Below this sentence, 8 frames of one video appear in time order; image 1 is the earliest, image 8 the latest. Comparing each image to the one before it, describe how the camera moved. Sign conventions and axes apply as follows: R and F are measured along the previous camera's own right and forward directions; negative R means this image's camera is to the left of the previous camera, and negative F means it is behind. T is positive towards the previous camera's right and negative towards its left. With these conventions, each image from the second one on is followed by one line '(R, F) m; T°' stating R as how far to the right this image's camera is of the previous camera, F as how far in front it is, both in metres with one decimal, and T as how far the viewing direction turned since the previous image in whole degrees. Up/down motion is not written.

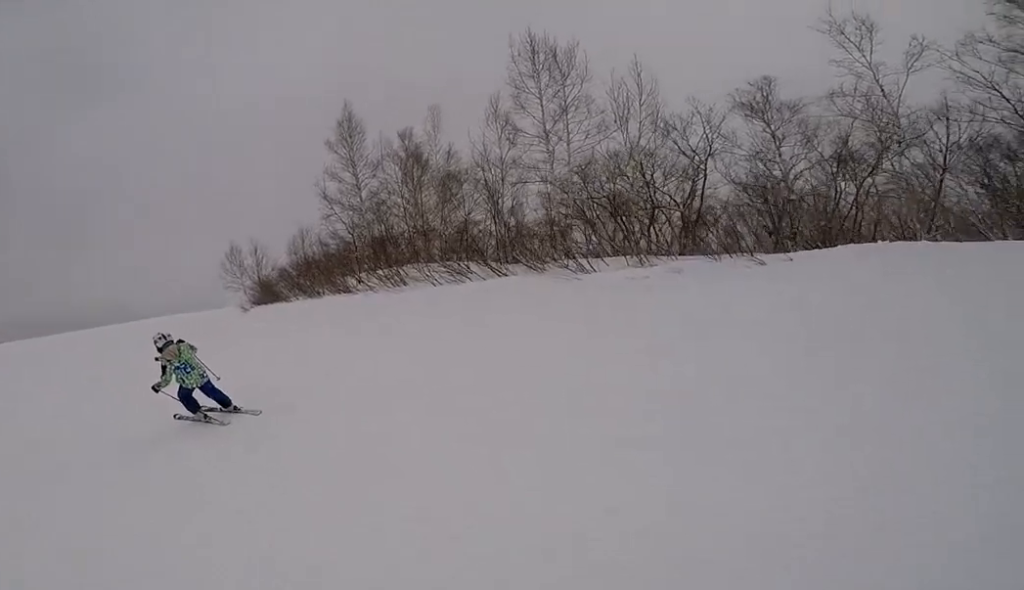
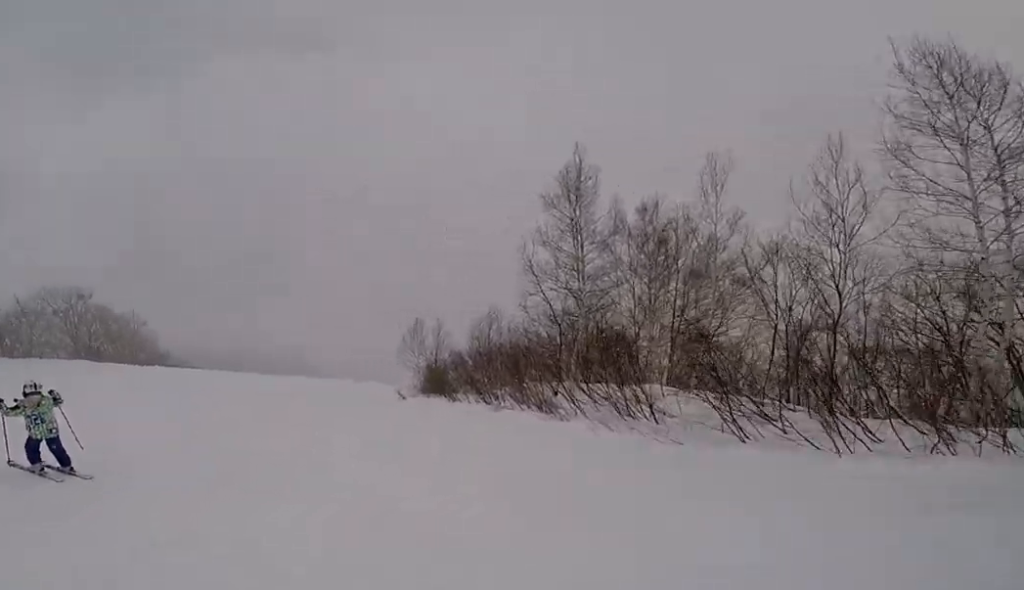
(+0.4, +6.5) m; -4°
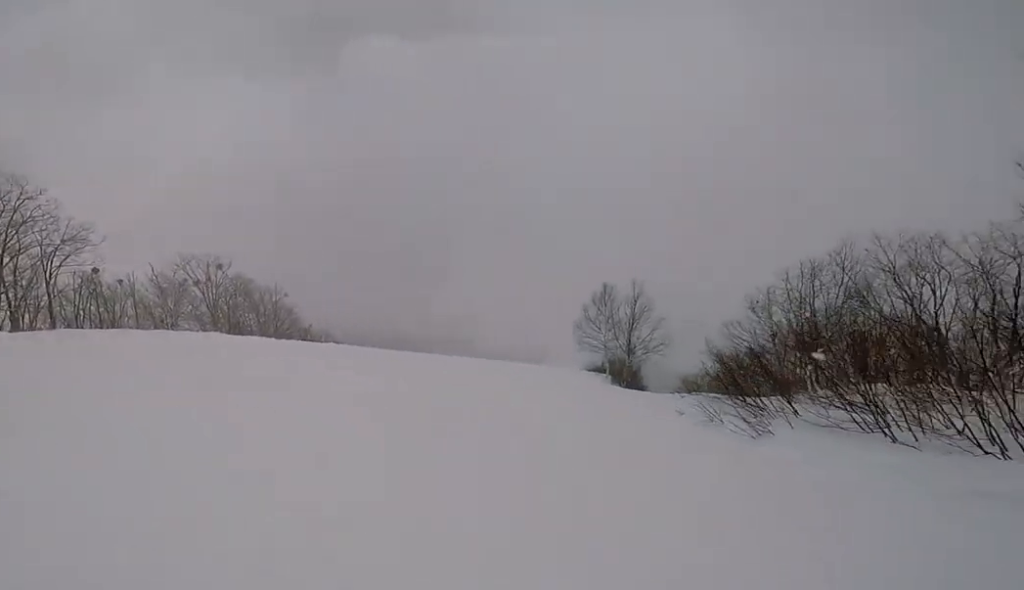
(-1.6, +12.2) m; -8°
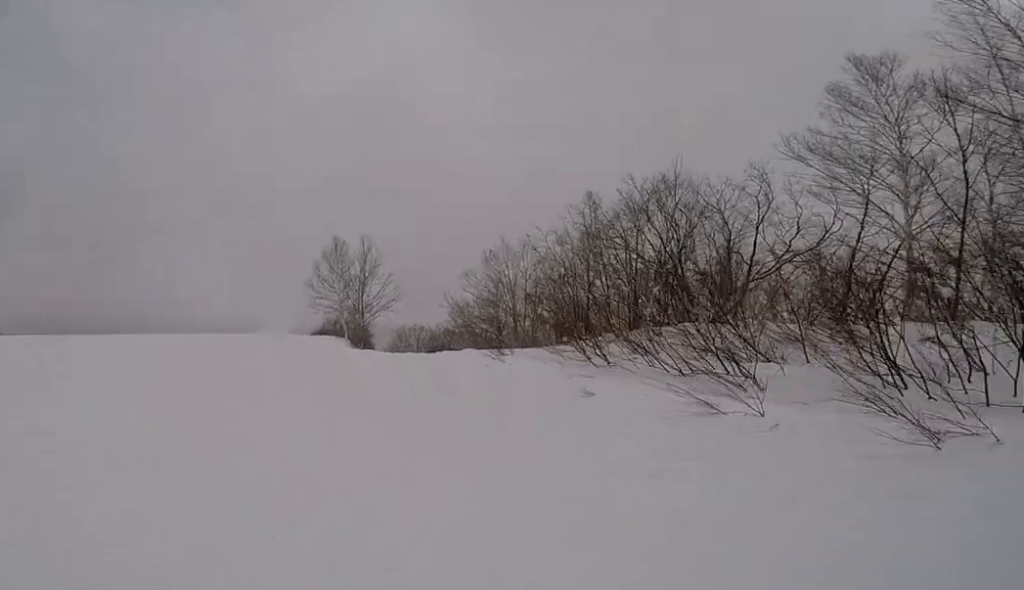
(0.0, +7.1) m; +3°
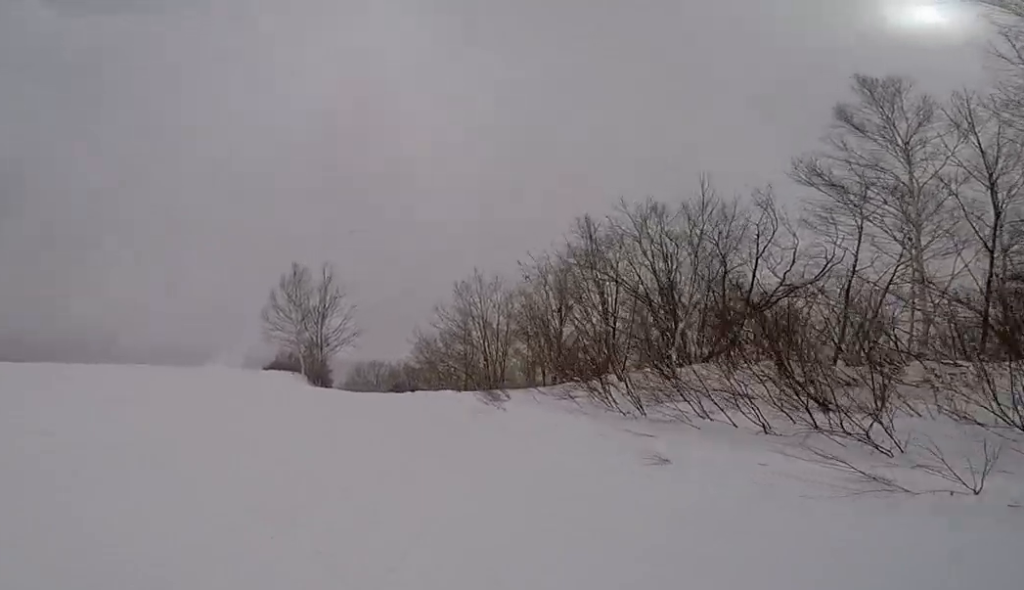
(-0.1, +2.5) m; +3°
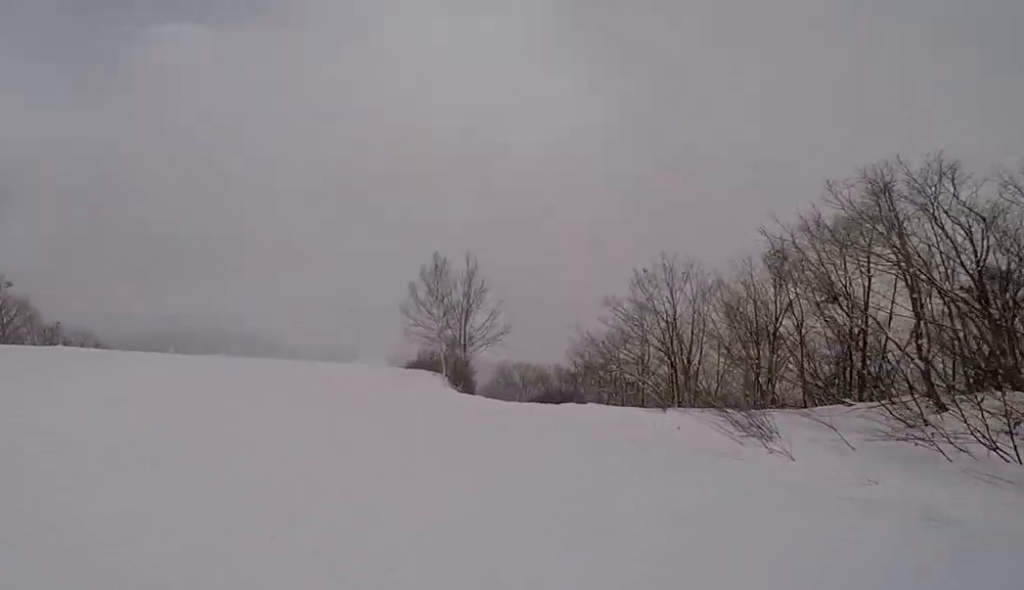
(+0.4, +3.4) m; 0°
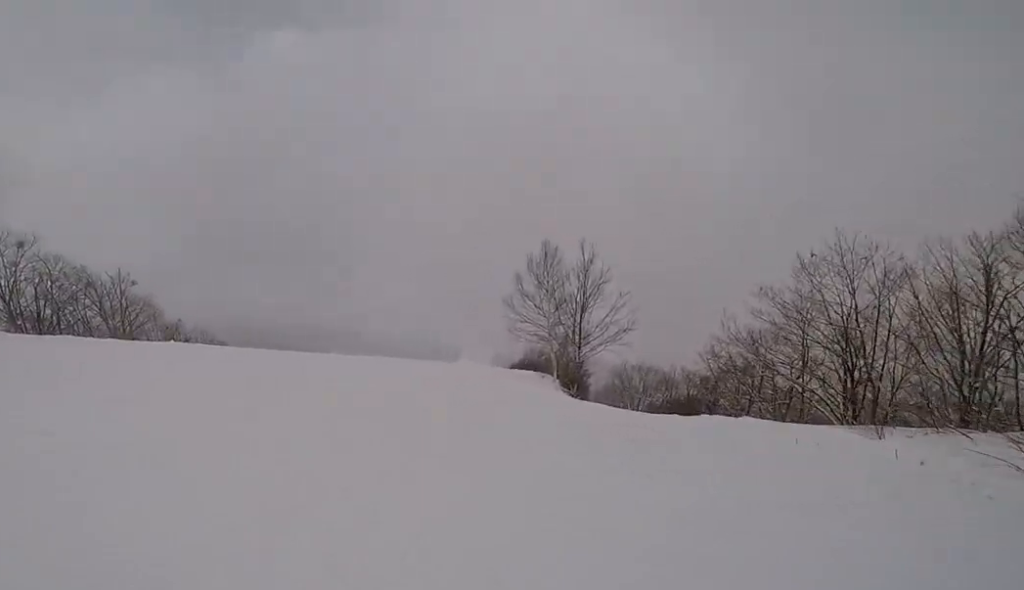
(+0.3, +2.2) m; 0°
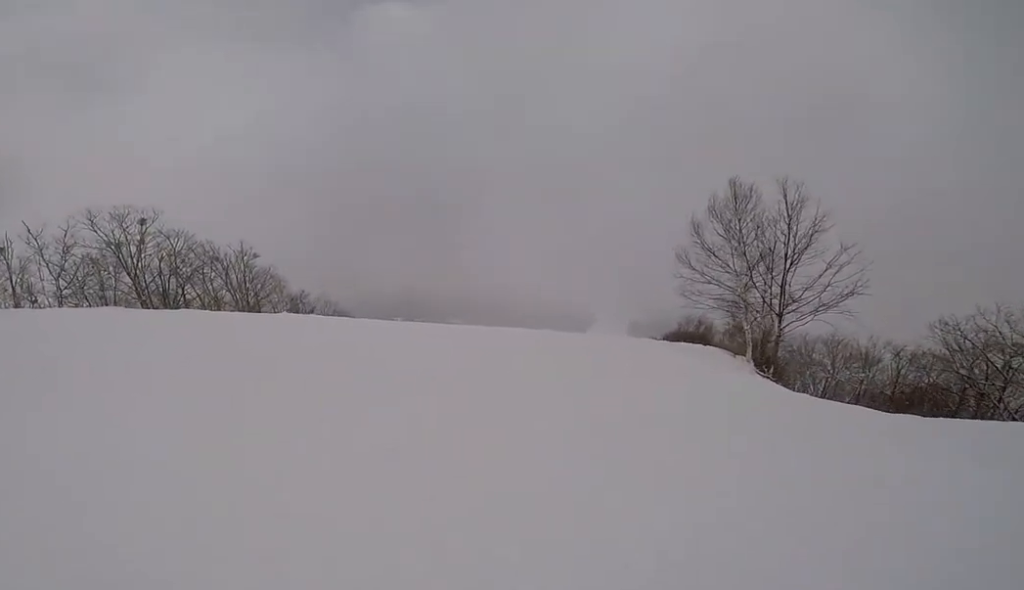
(-0.6, +5.1) m; -7°
